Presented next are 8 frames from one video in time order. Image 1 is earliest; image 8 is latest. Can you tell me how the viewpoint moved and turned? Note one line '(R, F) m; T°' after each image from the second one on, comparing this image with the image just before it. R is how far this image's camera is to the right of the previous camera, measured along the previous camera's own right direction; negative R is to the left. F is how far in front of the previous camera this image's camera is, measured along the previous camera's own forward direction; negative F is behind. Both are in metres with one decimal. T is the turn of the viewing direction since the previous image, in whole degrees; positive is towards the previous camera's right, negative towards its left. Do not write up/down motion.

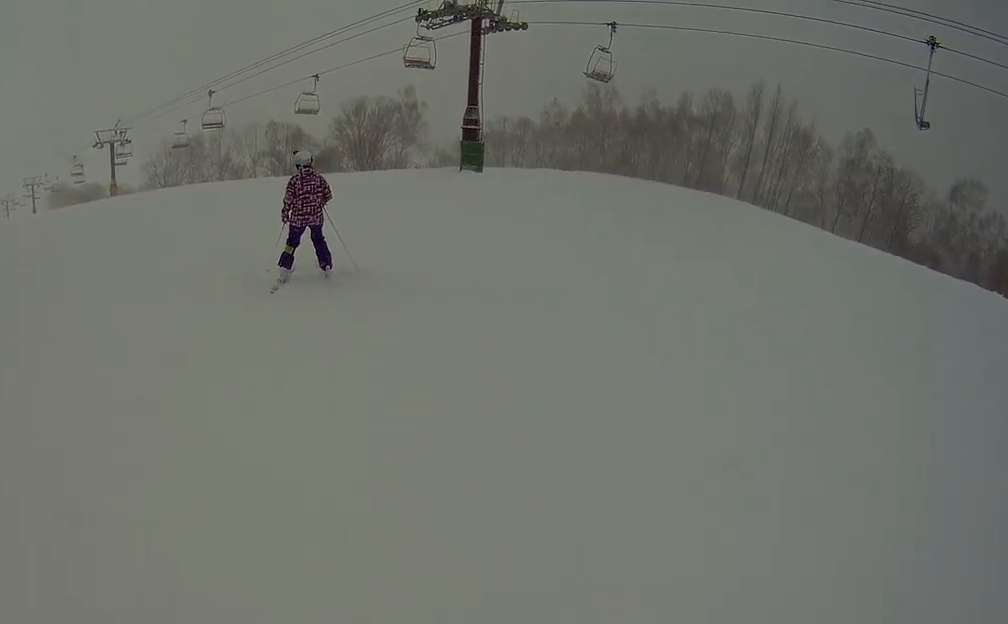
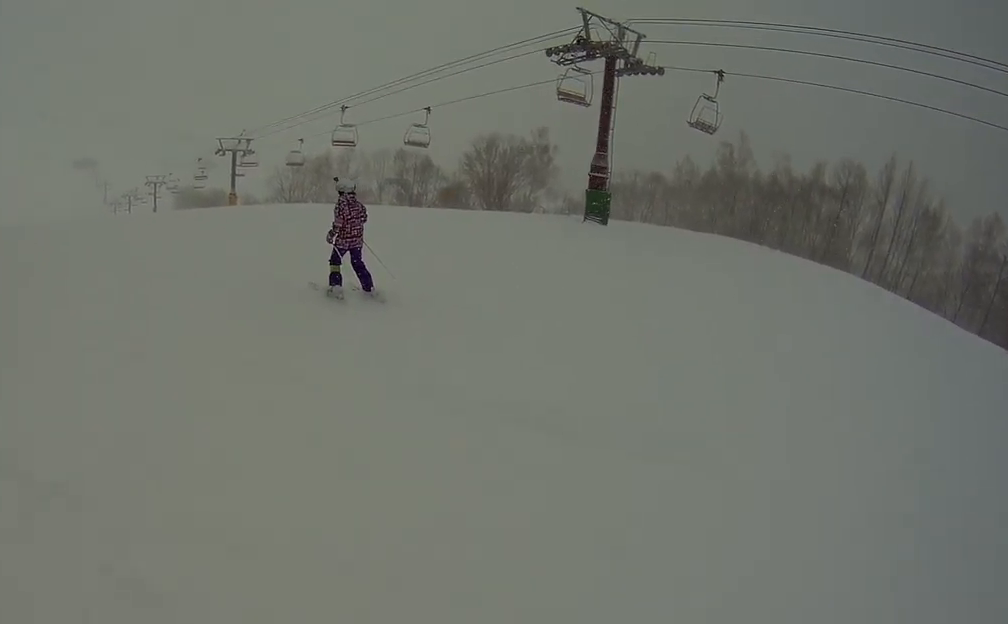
(+0.4, +2.6) m; -5°
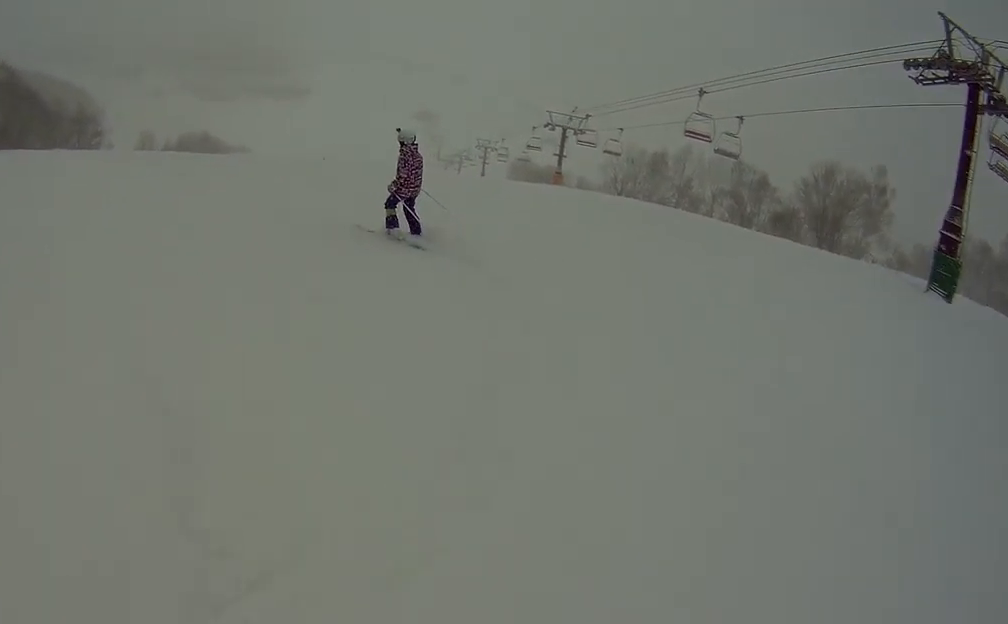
(-1.1, +4.9) m; -20°
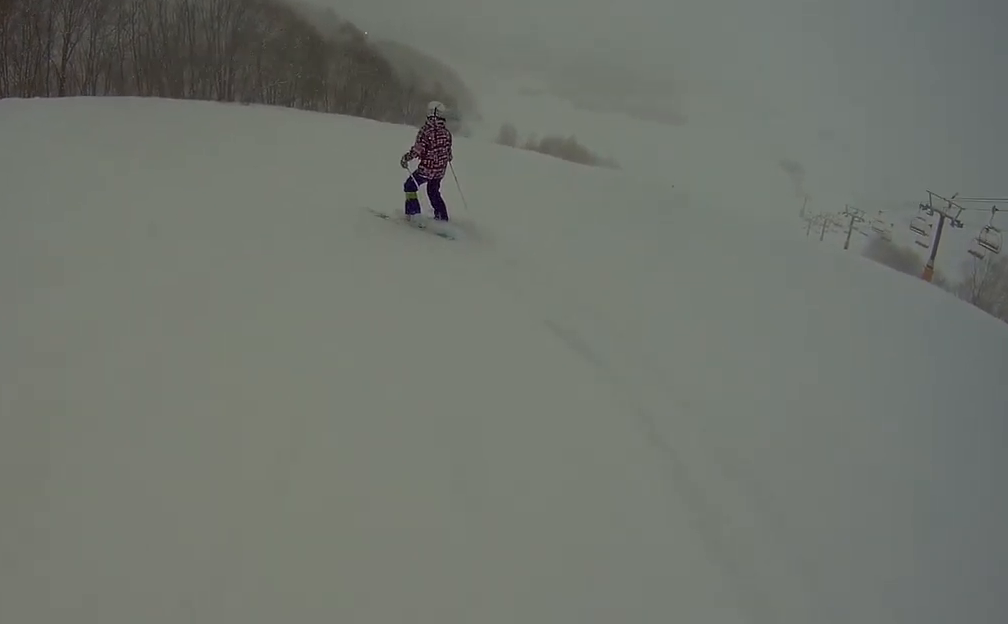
(-1.5, +6.4) m; -26°
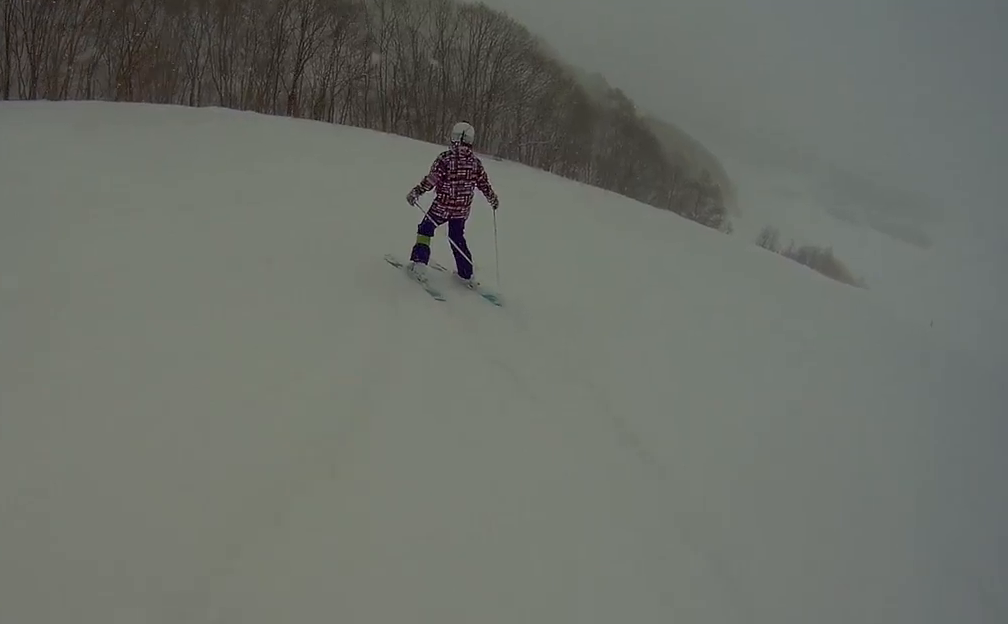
(-0.6, +6.3) m; -34°
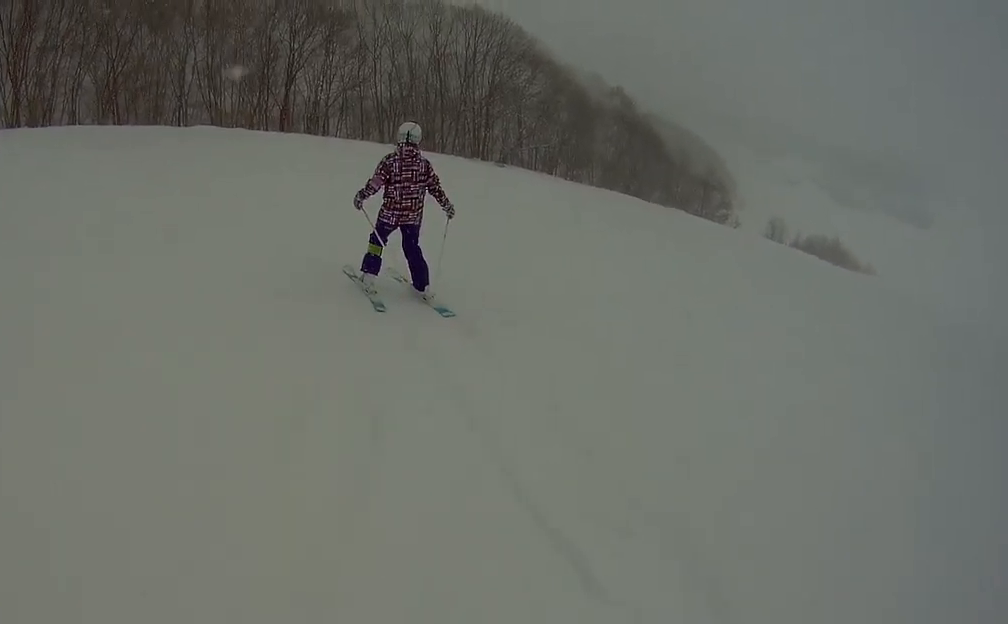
(-0.8, +1.6) m; -15°
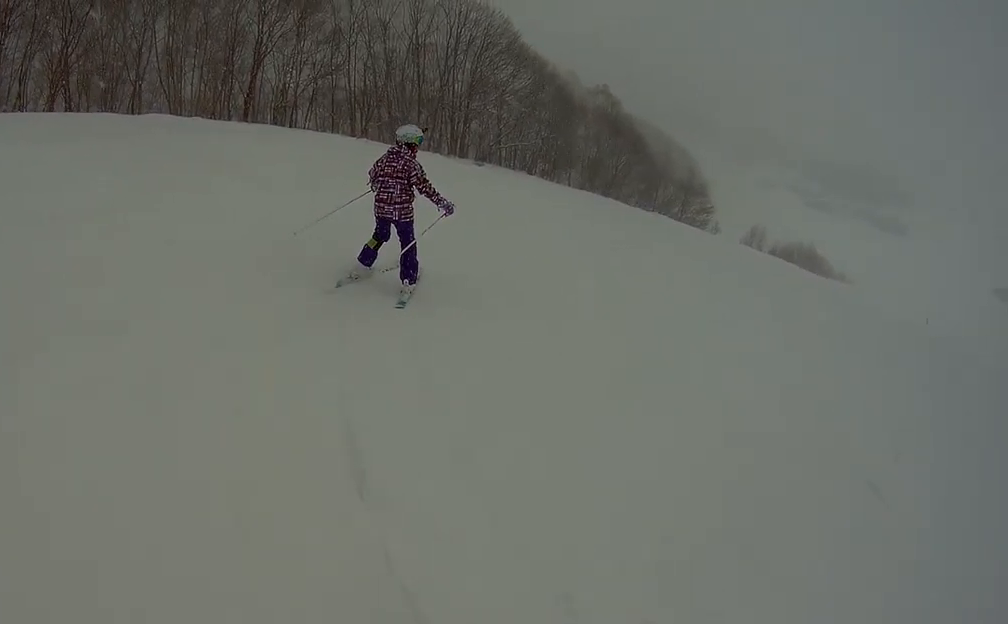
(-2.0, +5.0) m; -24°
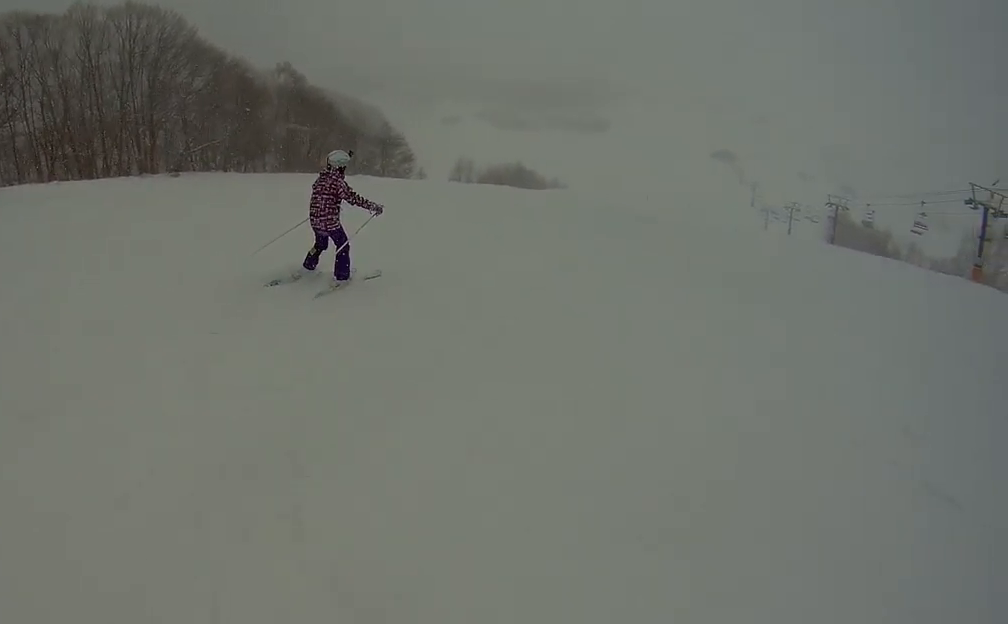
(-0.1, +5.0) m; +7°
